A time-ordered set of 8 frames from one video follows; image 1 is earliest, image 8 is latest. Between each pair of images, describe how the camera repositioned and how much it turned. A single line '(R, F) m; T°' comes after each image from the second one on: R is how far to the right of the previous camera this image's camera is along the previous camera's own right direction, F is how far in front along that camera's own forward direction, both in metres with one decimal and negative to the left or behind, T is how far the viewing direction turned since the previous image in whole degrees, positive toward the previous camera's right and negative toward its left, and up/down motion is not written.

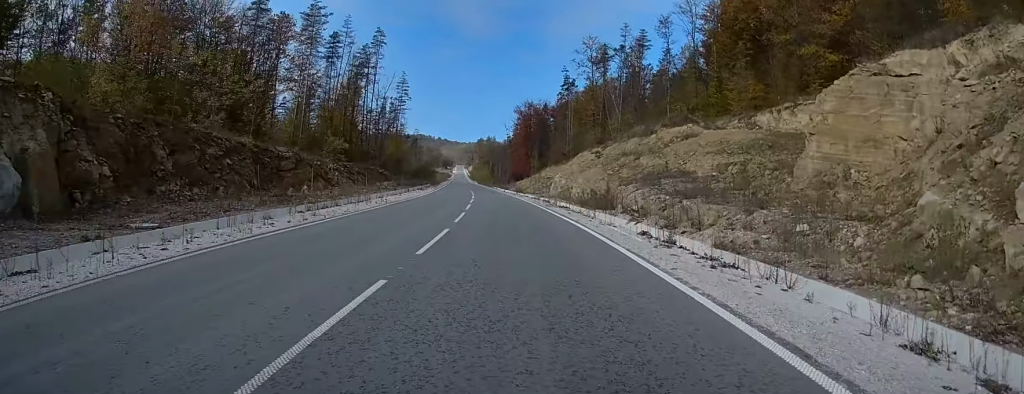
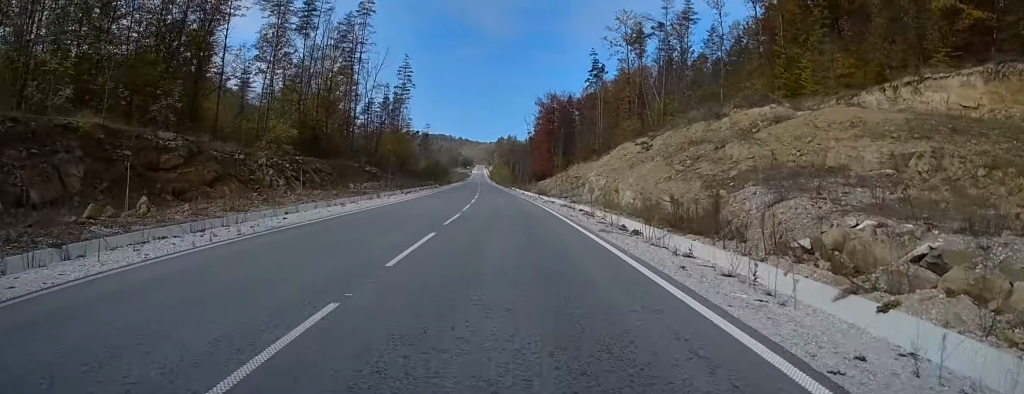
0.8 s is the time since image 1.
(-0.2, +19.7) m; -2°
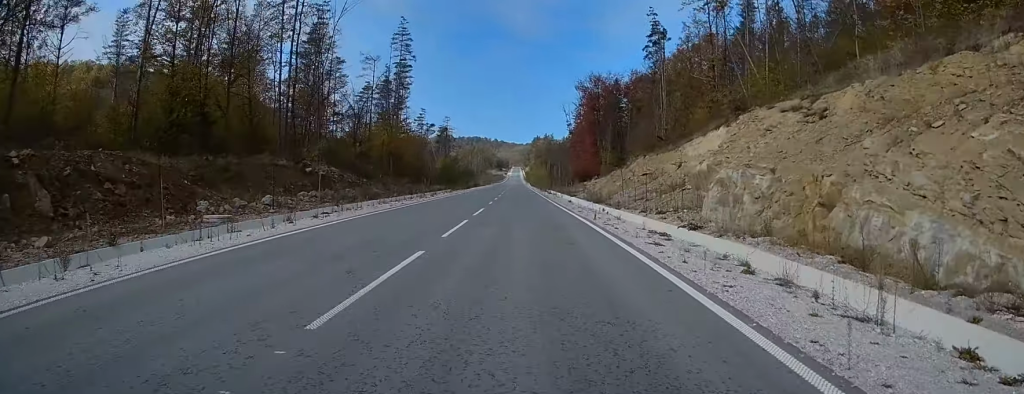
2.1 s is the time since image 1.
(-0.7, +30.8) m; -2°
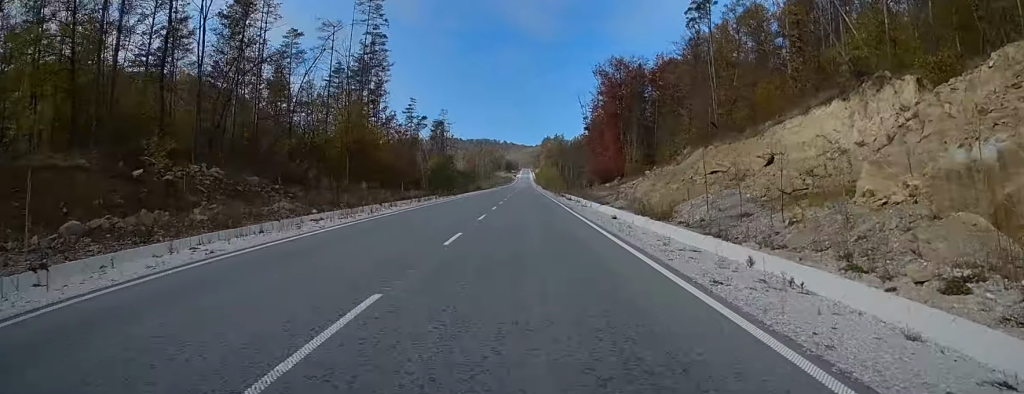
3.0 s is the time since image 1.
(0.0, +21.9) m; -1°
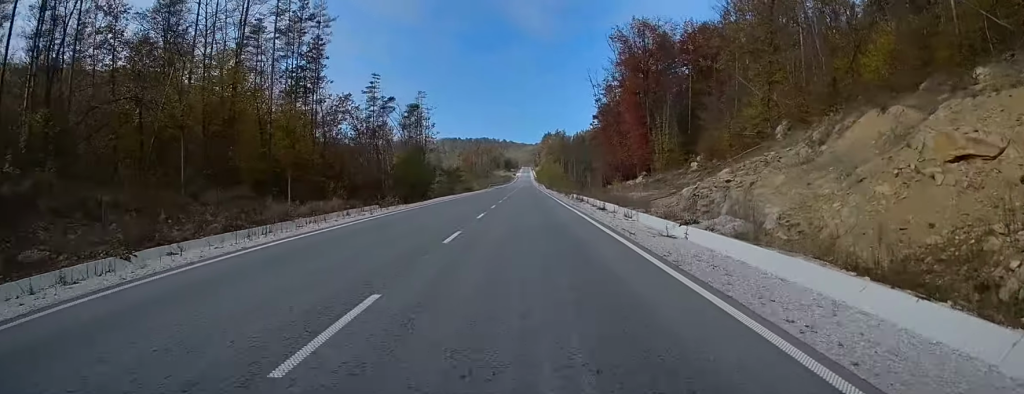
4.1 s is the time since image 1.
(-0.7, +27.2) m; -1°
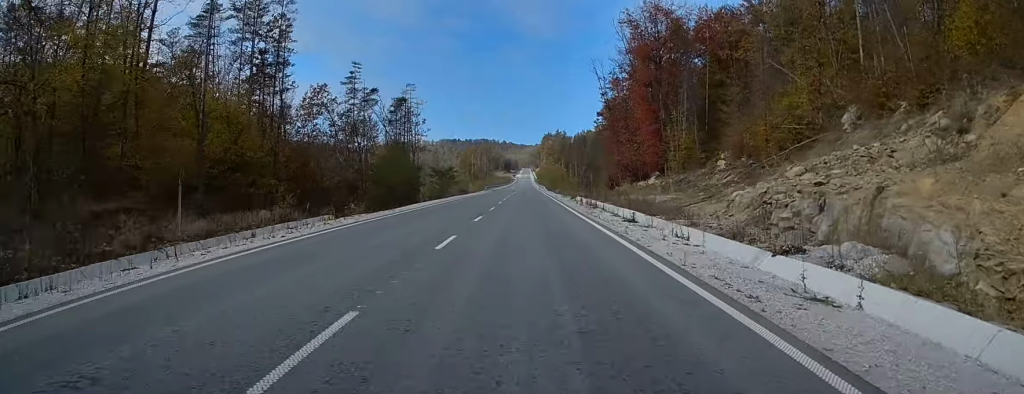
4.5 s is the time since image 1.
(0.0, +10.2) m; 0°
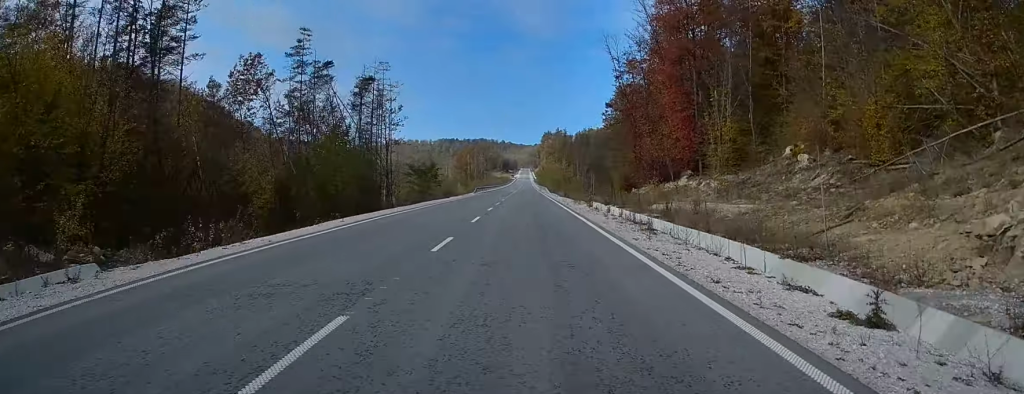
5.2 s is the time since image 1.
(0.0, +17.9) m; 0°
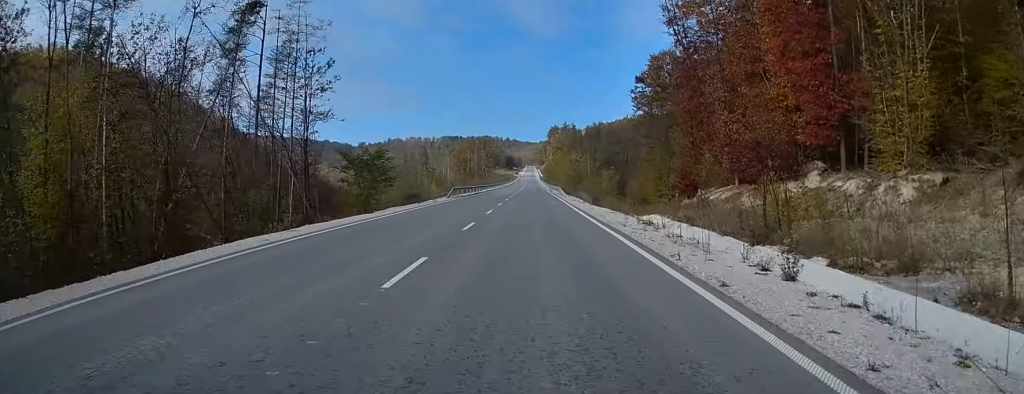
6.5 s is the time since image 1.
(-0.1, +30.5) m; 0°
